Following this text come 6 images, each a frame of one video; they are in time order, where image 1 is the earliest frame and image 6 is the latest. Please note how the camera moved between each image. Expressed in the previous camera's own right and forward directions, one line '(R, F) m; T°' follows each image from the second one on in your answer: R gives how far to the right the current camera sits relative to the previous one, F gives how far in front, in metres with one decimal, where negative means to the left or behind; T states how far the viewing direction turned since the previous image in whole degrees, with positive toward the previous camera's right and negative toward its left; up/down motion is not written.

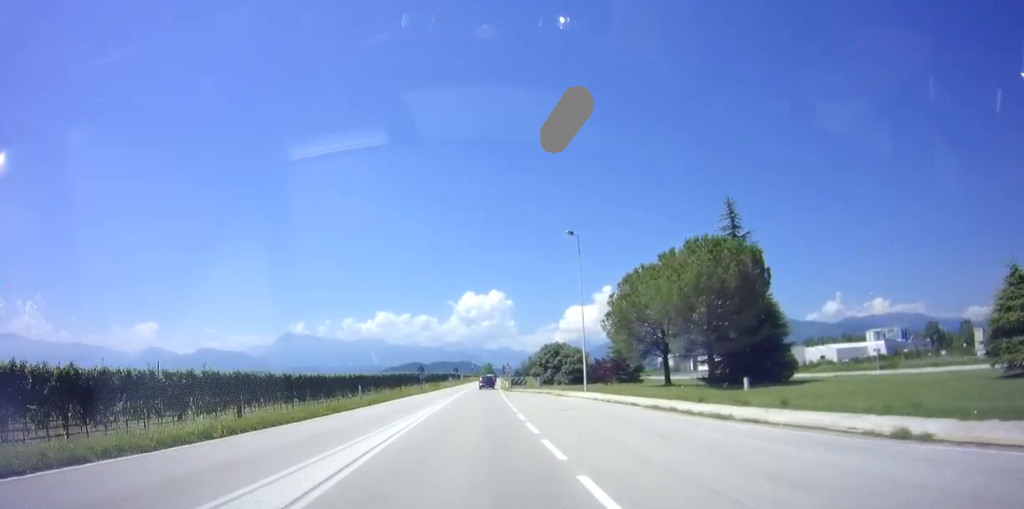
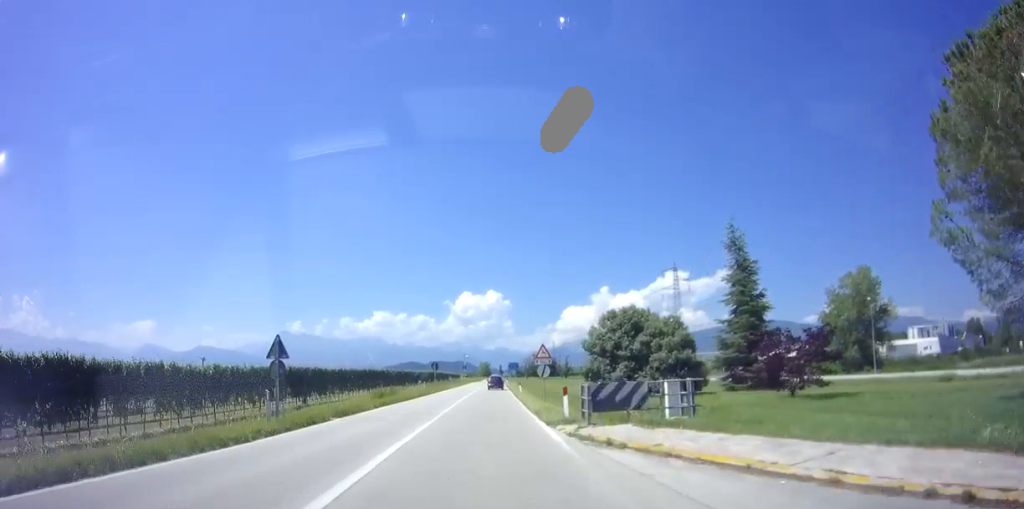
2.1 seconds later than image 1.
(+0.8, +38.3) m; +1°
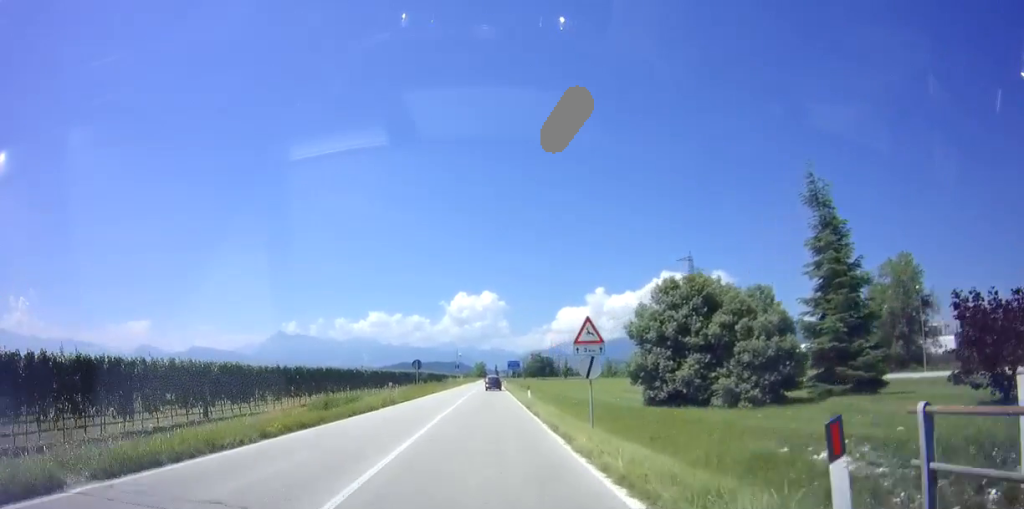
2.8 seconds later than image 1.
(-0.2, +12.1) m; 0°
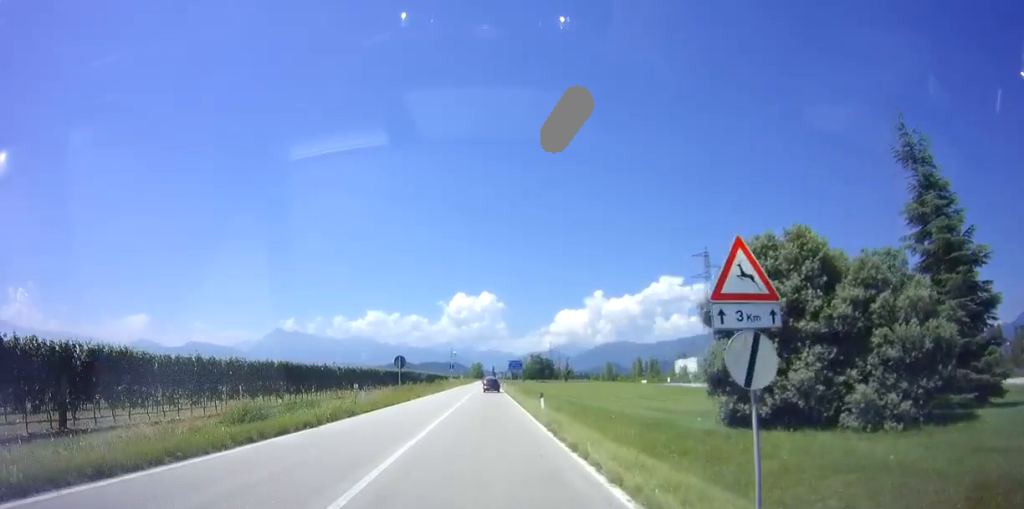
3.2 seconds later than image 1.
(-0.1, +8.5) m; 0°
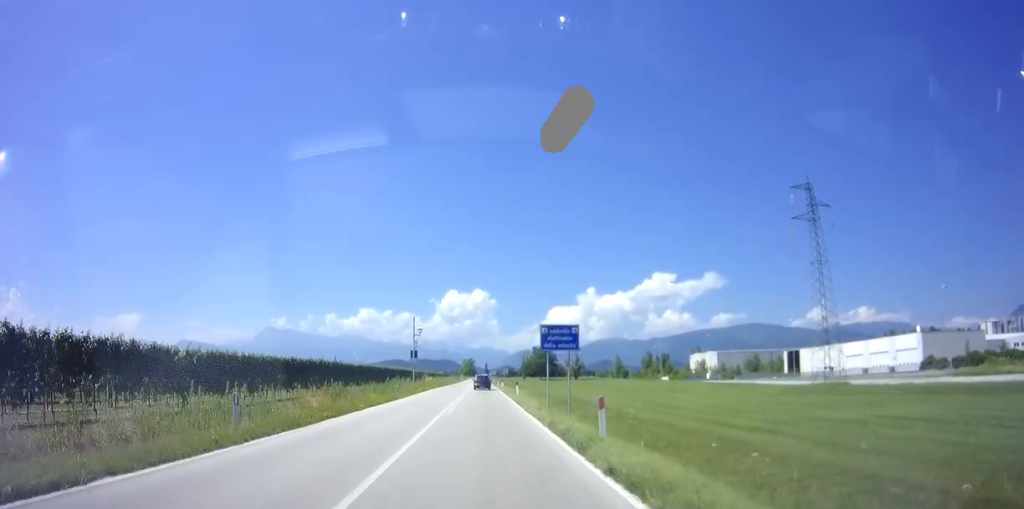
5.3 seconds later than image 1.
(+0.9, +38.3) m; +1°
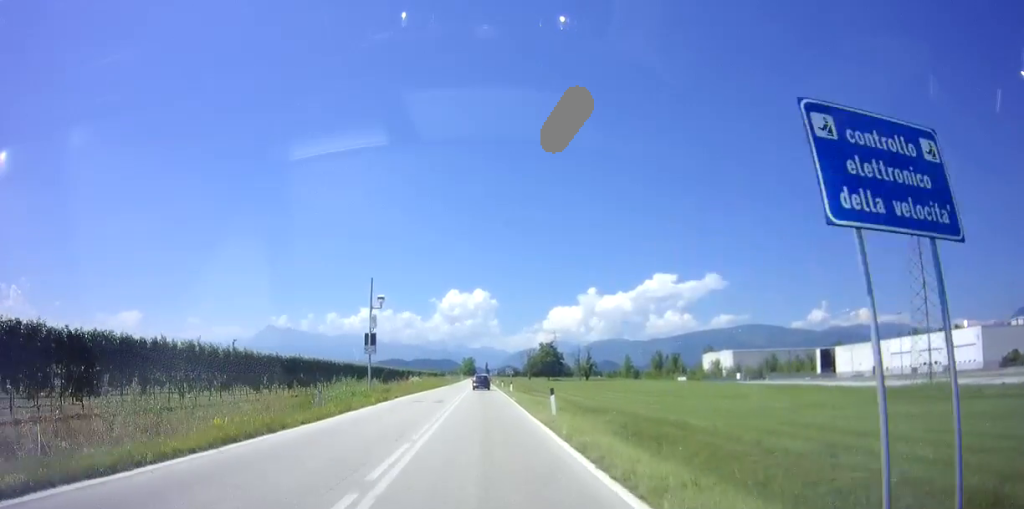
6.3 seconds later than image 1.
(0.0, +17.6) m; 0°
